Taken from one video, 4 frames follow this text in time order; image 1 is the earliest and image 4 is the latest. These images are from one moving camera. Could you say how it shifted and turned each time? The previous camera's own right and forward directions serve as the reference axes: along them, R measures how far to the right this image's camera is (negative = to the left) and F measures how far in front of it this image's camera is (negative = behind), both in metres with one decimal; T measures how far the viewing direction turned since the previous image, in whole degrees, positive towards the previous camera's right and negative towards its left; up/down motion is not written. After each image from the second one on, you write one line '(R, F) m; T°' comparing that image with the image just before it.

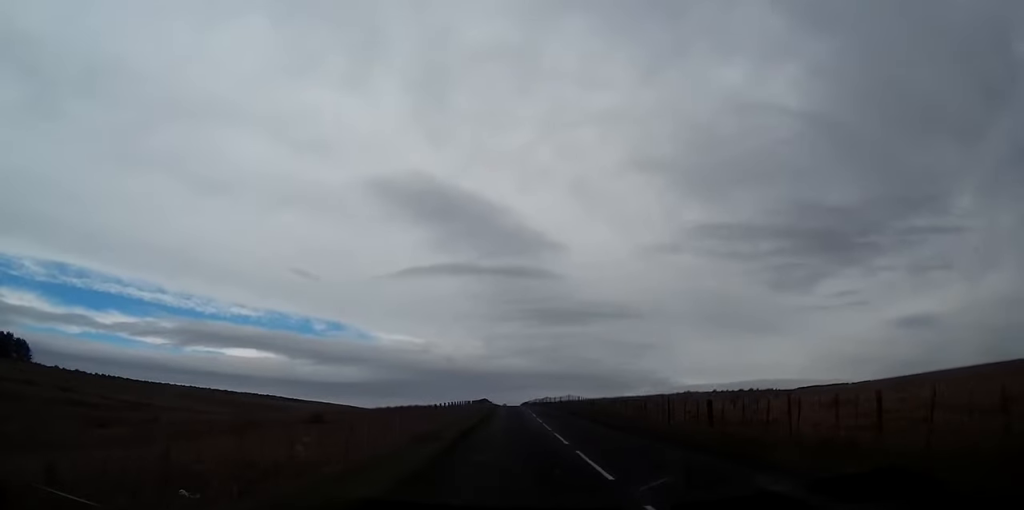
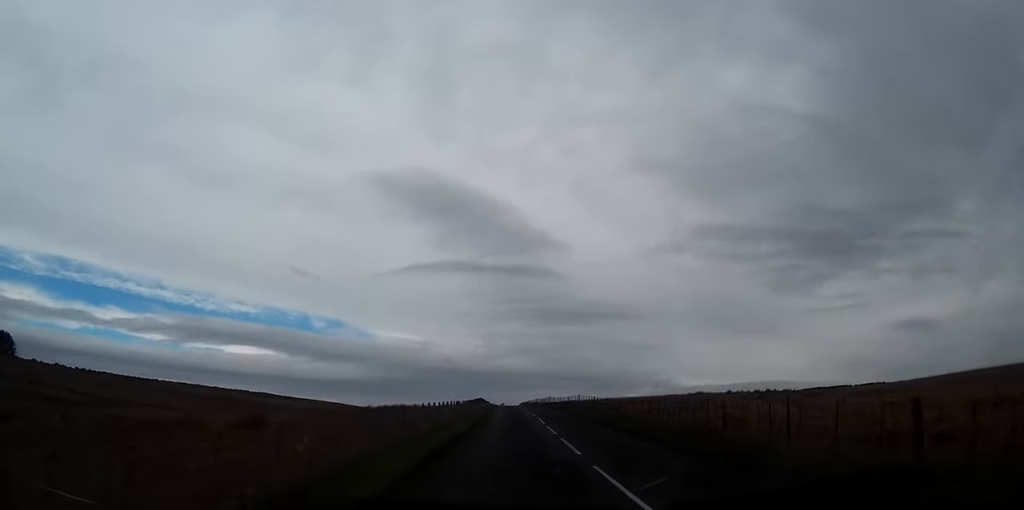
(+0.1, +12.3) m; 0°
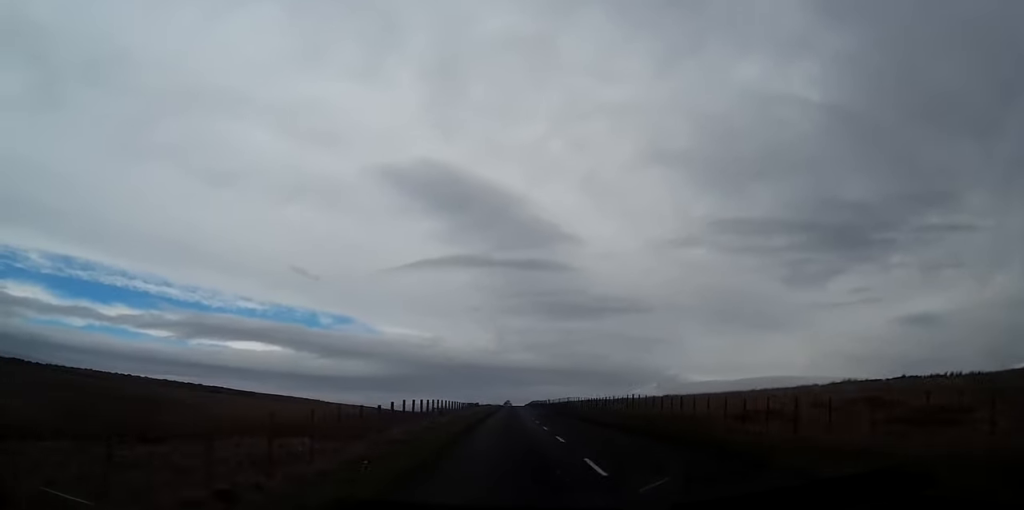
(+0.1, +69.4) m; 0°
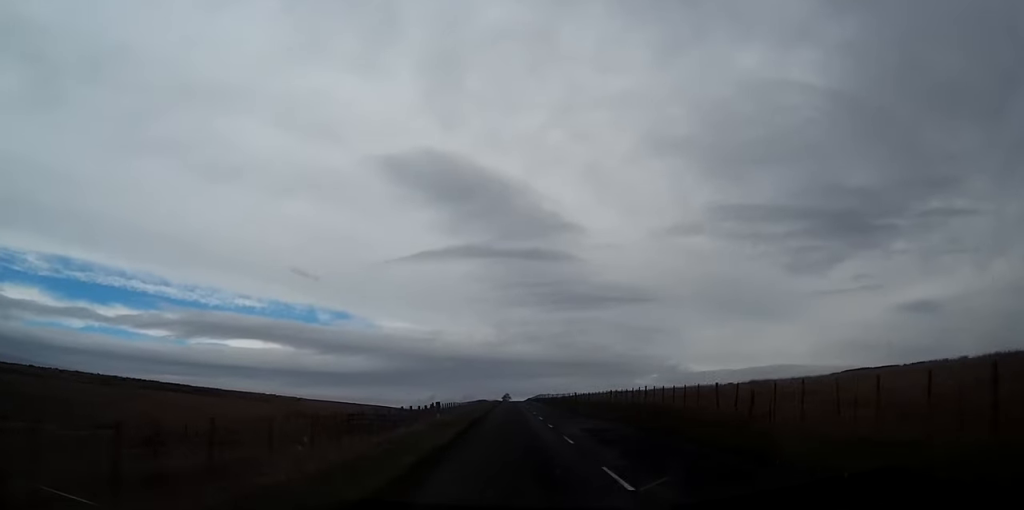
(+0.1, +46.0) m; 0°
